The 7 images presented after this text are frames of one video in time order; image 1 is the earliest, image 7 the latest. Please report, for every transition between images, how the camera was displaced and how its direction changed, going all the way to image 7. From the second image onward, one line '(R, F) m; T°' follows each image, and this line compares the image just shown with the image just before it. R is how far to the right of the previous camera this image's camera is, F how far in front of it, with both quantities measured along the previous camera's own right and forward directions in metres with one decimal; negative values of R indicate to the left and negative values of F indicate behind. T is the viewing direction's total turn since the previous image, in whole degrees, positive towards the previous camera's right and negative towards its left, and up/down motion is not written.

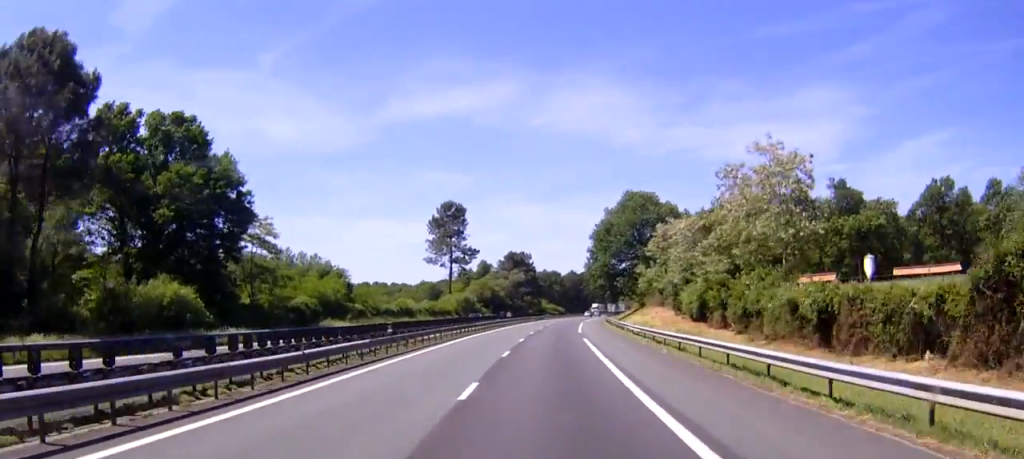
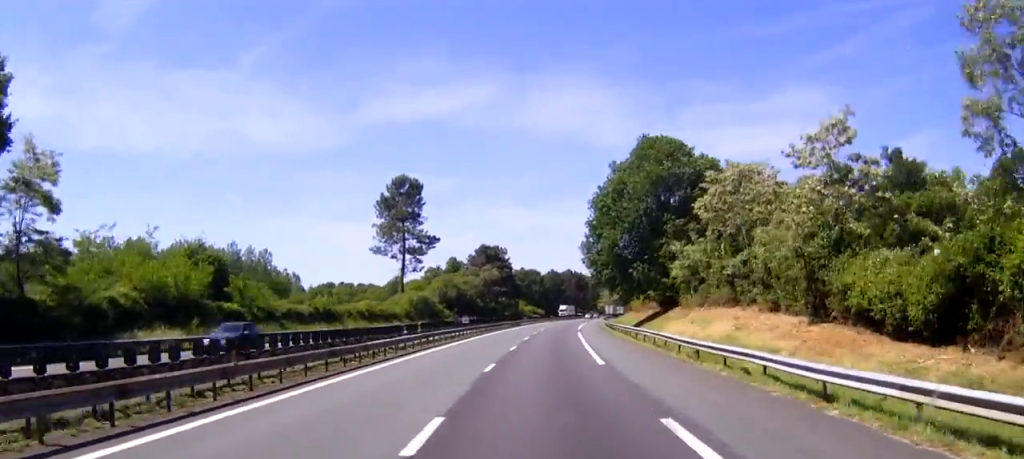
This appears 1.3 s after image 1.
(+0.2, +31.7) m; +2°
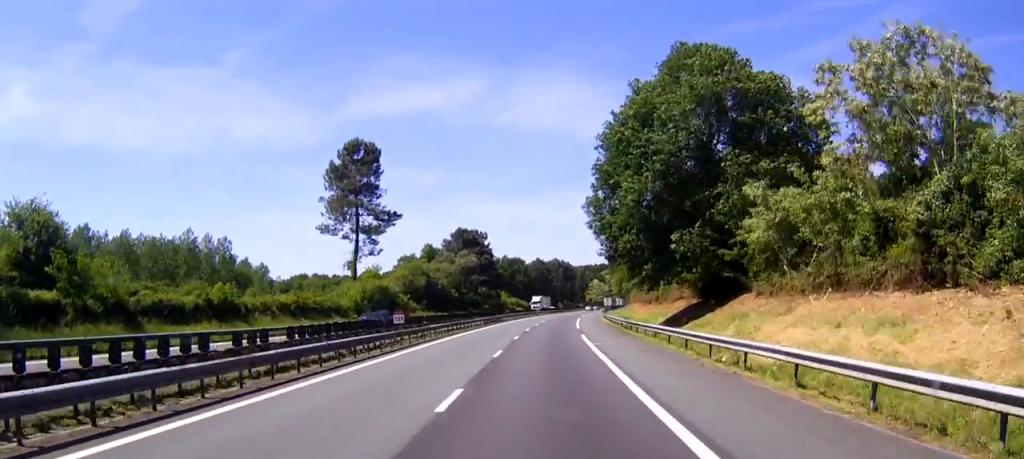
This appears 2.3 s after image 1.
(+0.5, +22.3) m; +2°
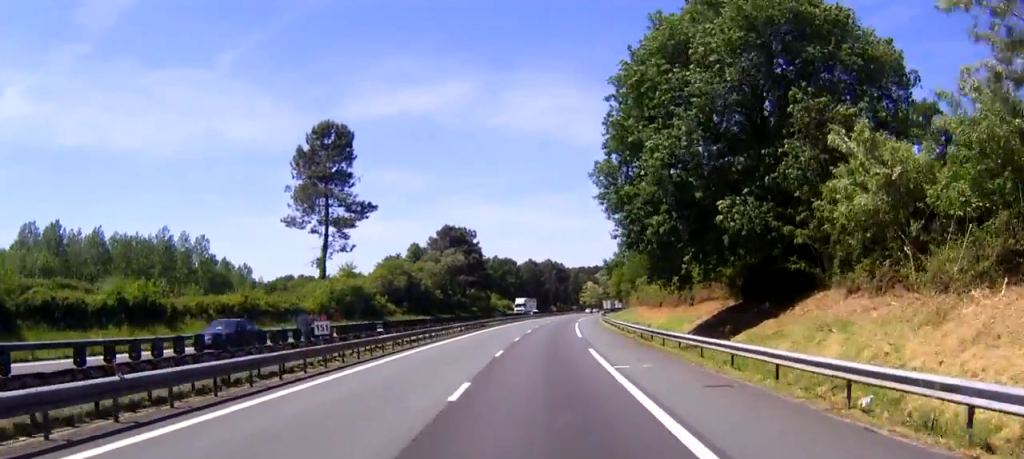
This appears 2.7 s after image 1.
(0.0, +11.2) m; +1°
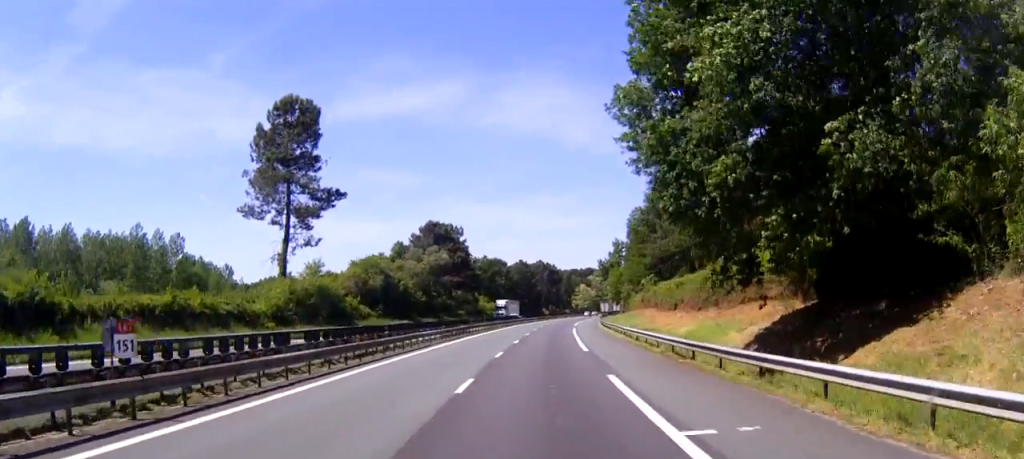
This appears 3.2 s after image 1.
(-0.1, +11.2) m; +1°
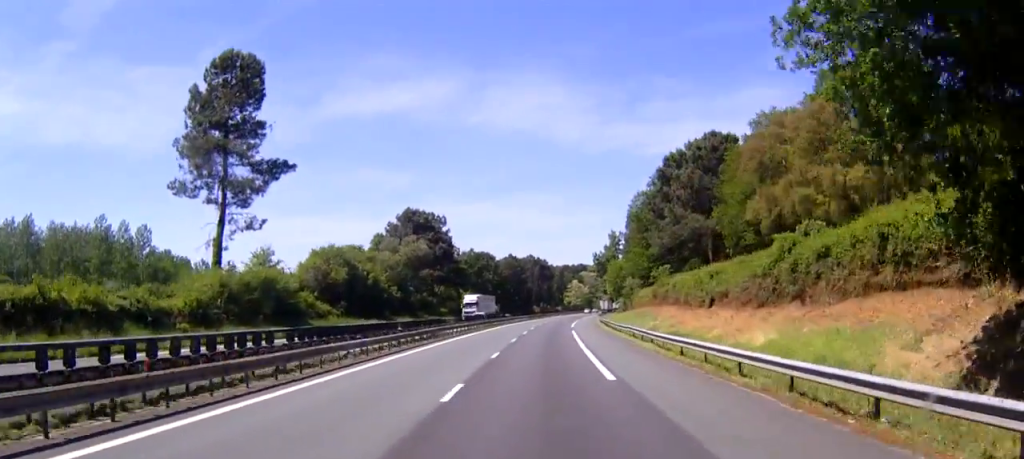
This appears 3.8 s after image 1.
(+0.3, +14.4) m; +1°
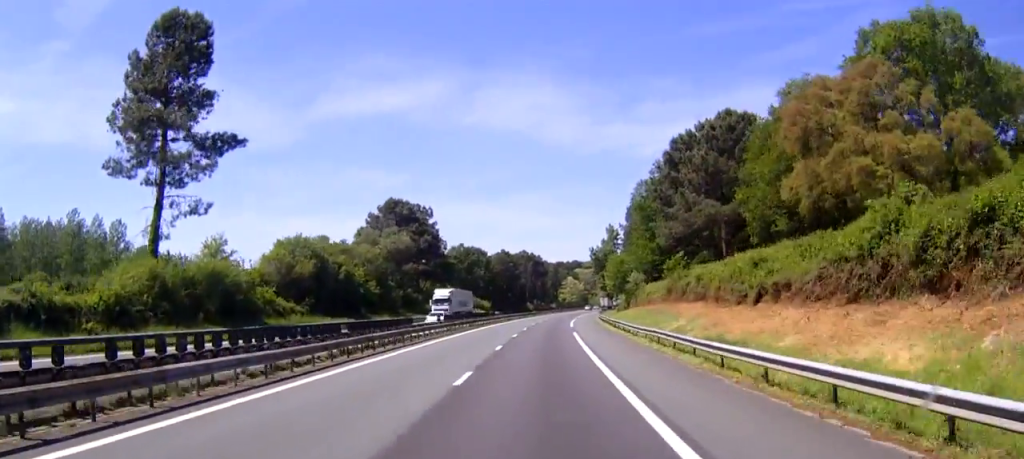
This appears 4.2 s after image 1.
(+0.1, +10.4) m; 0°
